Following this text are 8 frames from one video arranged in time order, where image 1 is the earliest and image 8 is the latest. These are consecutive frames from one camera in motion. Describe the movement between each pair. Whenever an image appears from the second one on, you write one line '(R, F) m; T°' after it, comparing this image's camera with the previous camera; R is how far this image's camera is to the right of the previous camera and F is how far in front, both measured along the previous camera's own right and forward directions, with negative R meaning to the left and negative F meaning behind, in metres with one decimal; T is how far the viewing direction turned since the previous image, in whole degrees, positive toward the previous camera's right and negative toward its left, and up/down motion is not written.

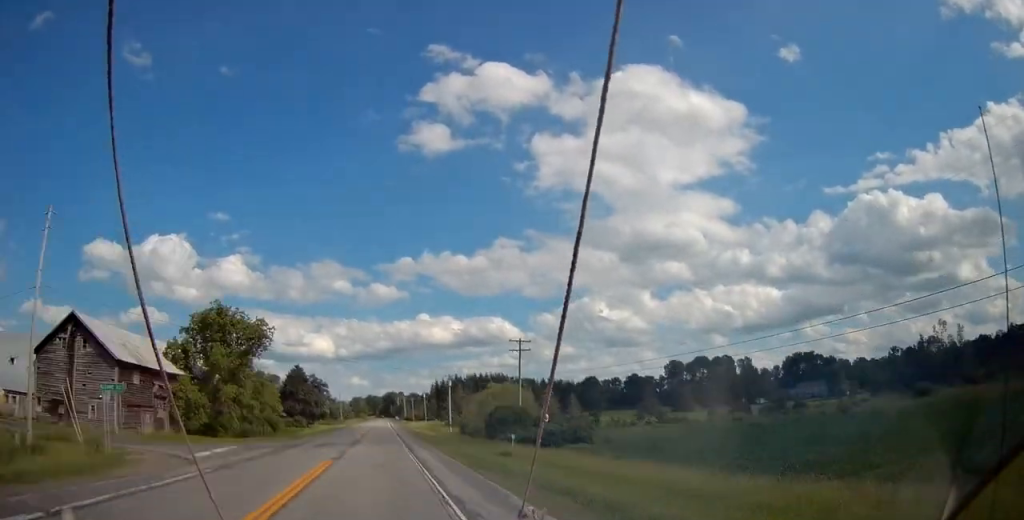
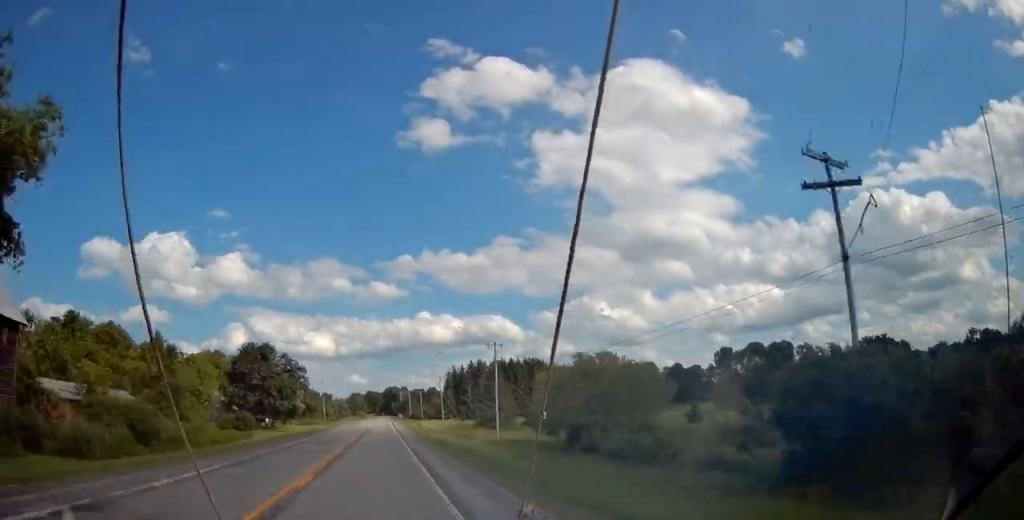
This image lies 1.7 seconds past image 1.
(0.0, +46.6) m; 0°
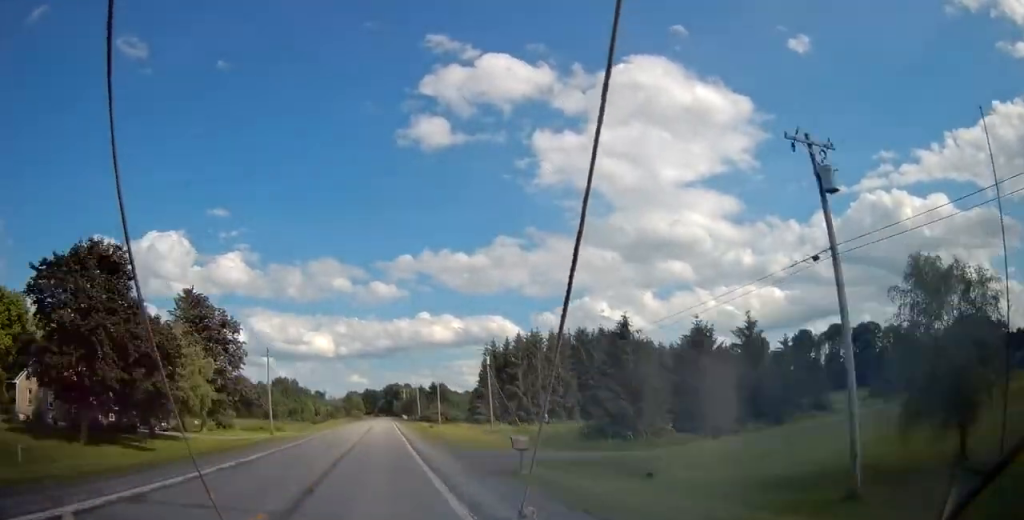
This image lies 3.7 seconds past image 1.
(-0.1, +53.2) m; 0°
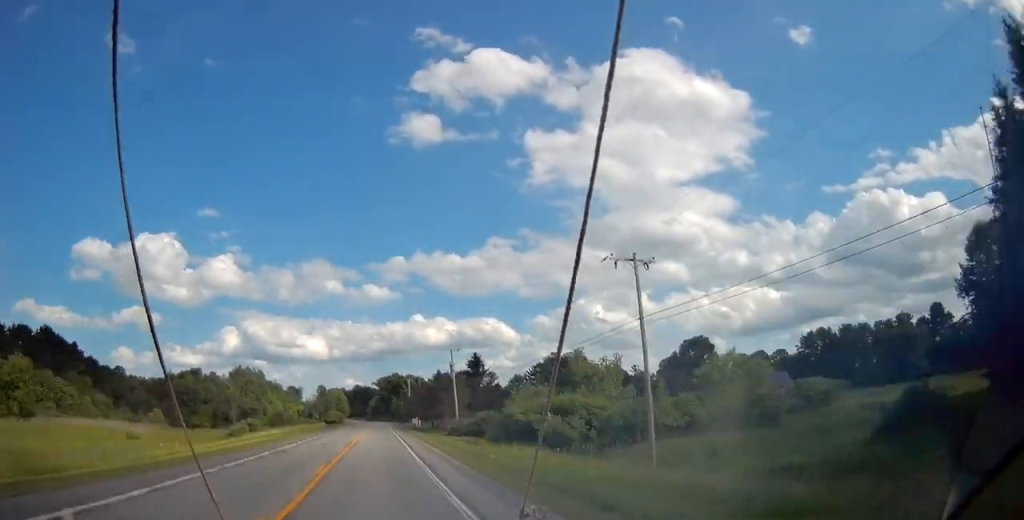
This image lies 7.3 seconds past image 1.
(0.0, +94.7) m; 0°
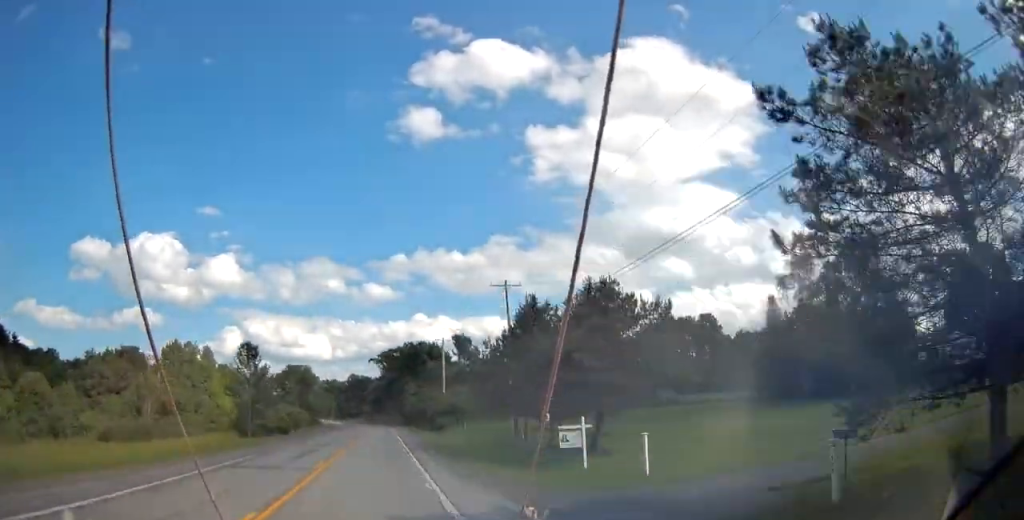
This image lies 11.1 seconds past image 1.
(-0.1, +96.2) m; -2°
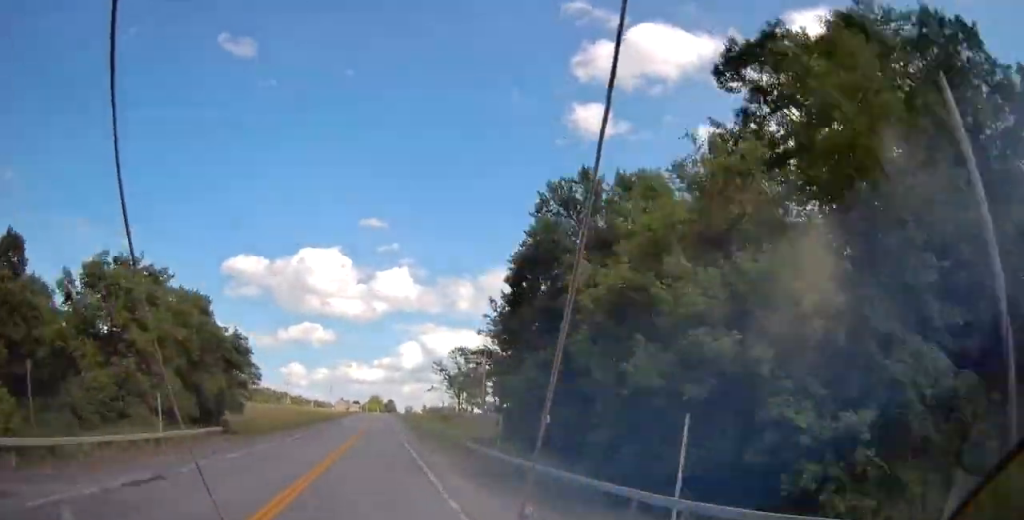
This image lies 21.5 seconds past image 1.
(-33.3, +256.9) m; -16°
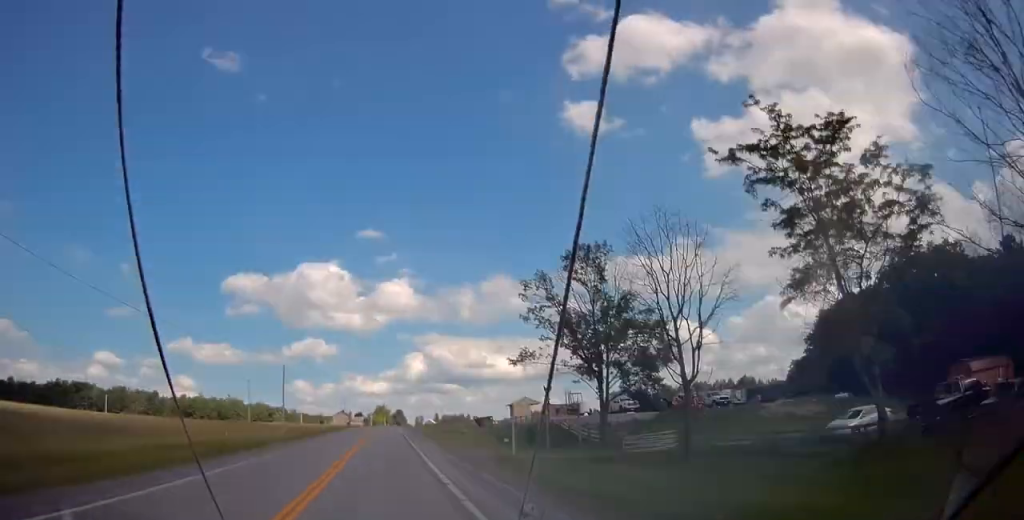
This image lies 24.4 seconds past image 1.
(-1.6, +72.0) m; -1°
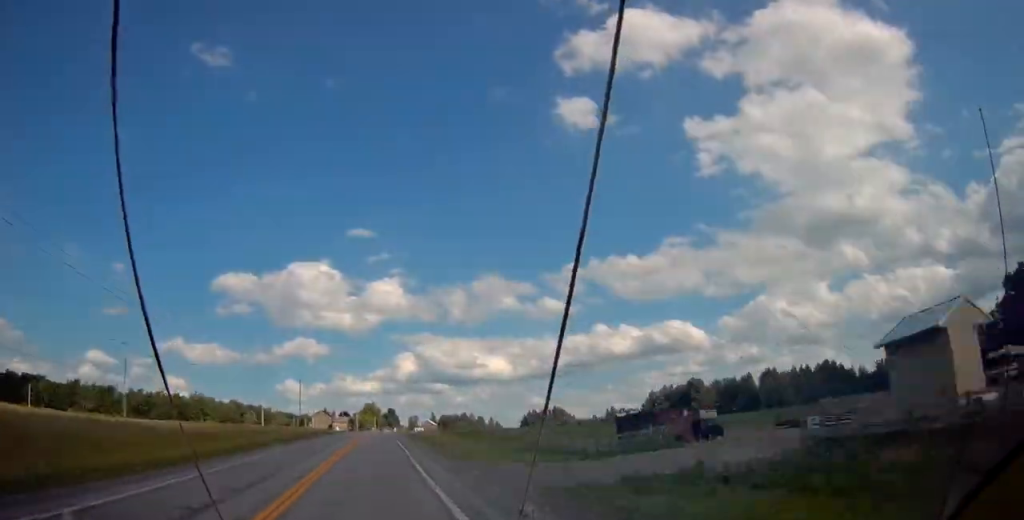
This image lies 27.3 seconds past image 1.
(-0.2, +71.9) m; 0°
